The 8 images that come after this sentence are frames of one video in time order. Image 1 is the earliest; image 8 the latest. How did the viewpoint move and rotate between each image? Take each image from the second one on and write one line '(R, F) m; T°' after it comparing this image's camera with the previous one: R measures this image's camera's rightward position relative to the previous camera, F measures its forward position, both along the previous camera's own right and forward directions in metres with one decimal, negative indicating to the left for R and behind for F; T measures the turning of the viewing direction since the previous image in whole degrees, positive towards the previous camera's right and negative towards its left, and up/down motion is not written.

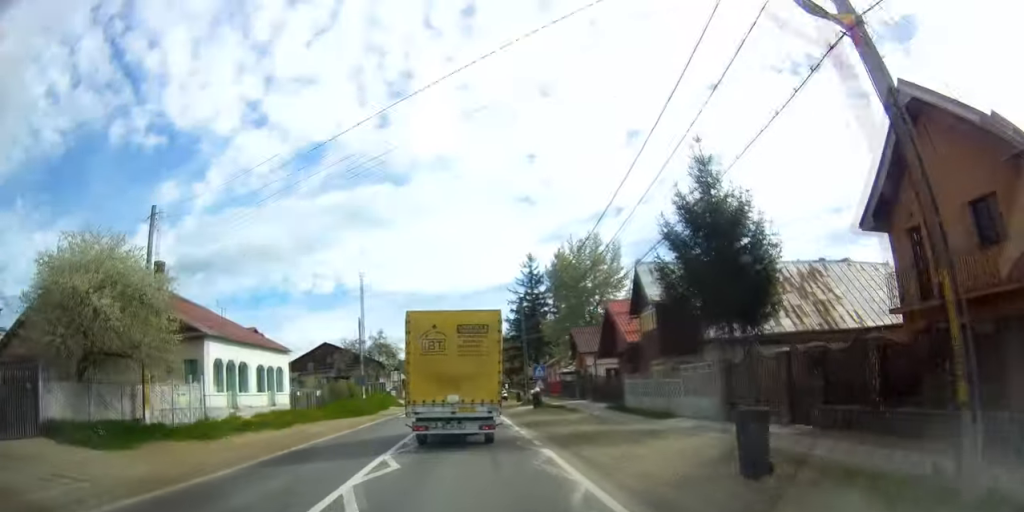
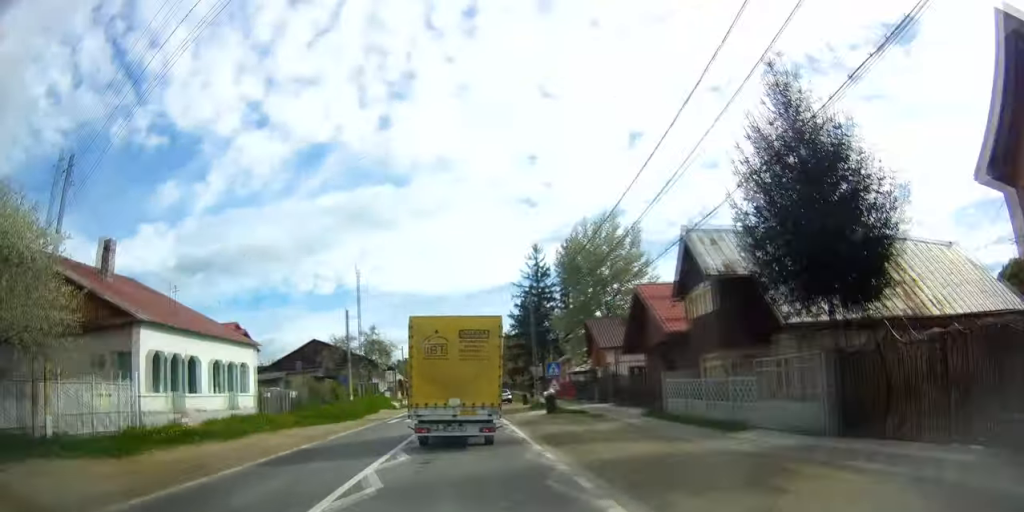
(0.0, +6.8) m; +1°
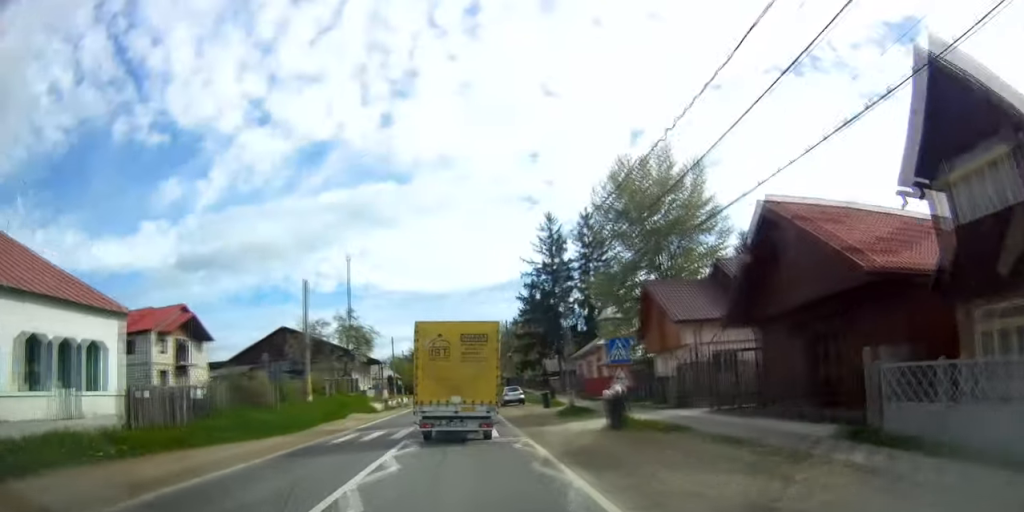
(+0.2, +14.8) m; +1°
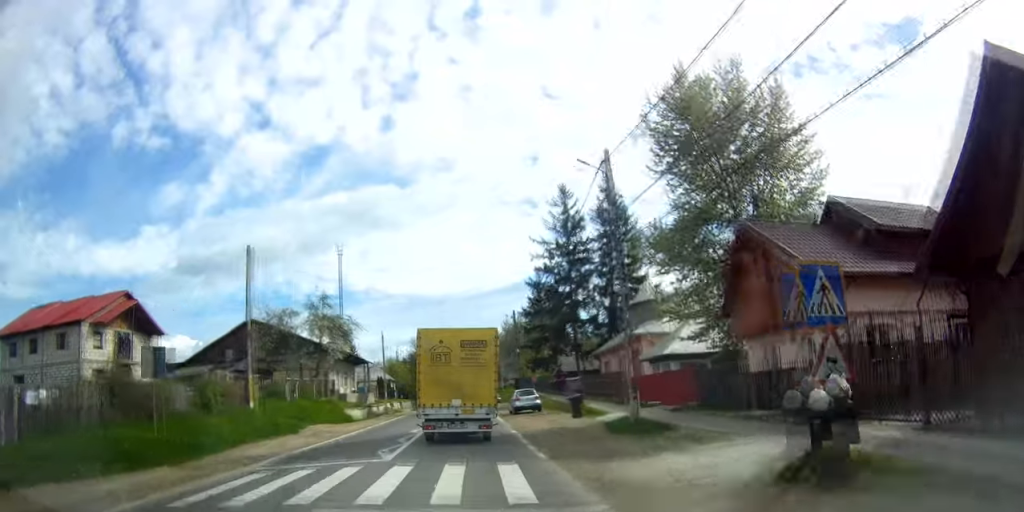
(0.0, +10.9) m; -1°
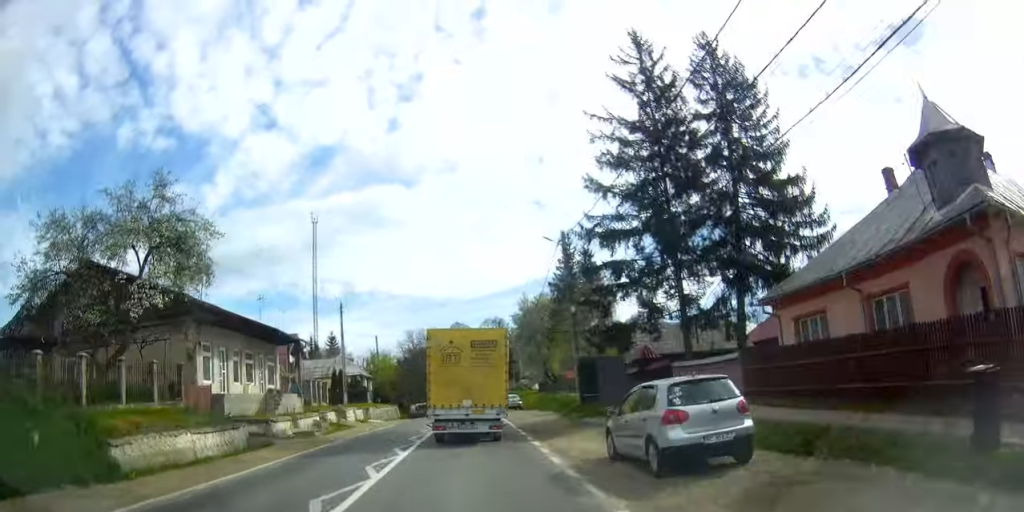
(-0.5, +26.4) m; -1°
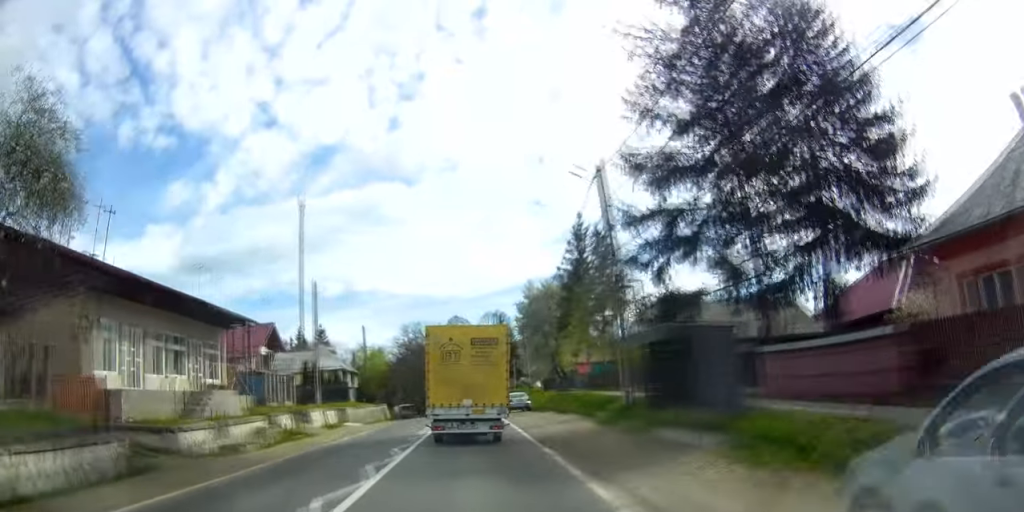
(+0.1, +7.8) m; 0°
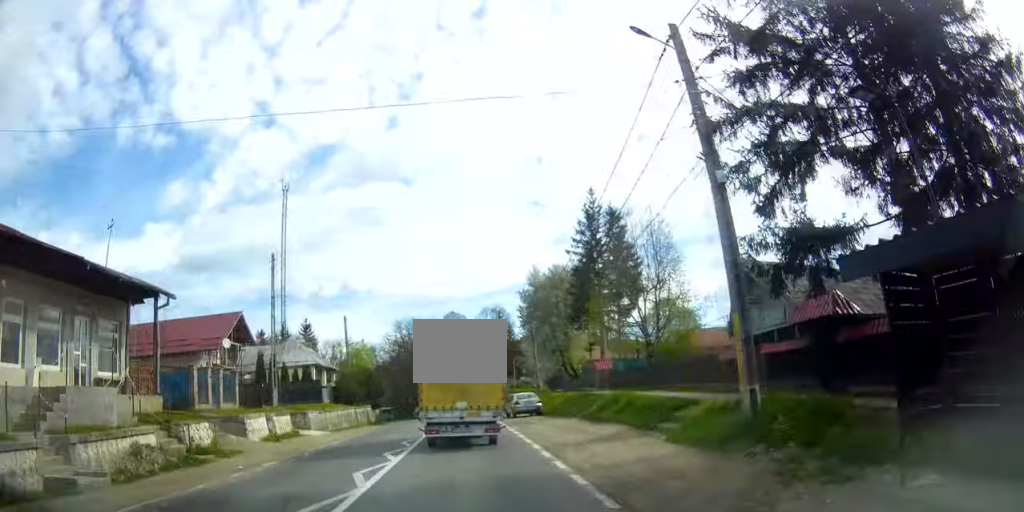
(-0.2, +8.3) m; 0°
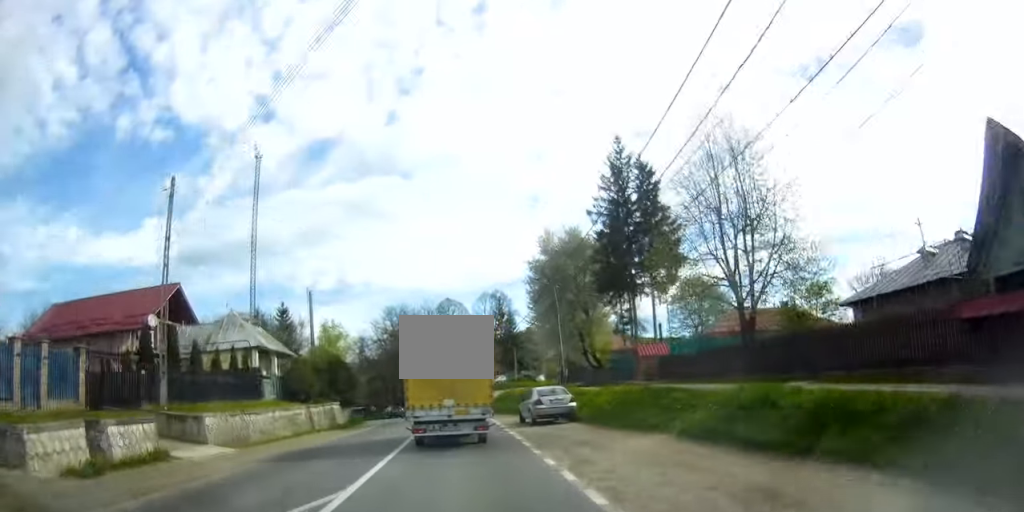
(-0.1, +12.2) m; 0°
